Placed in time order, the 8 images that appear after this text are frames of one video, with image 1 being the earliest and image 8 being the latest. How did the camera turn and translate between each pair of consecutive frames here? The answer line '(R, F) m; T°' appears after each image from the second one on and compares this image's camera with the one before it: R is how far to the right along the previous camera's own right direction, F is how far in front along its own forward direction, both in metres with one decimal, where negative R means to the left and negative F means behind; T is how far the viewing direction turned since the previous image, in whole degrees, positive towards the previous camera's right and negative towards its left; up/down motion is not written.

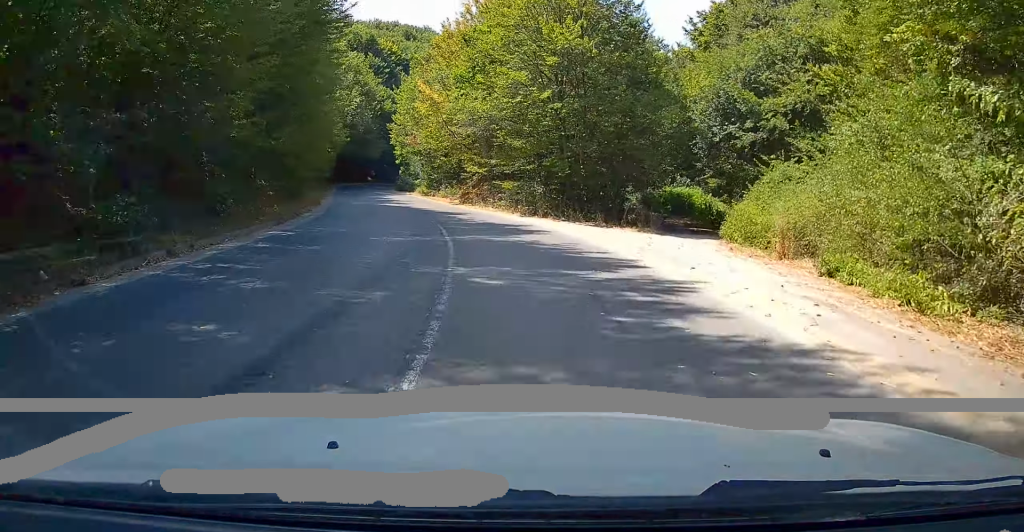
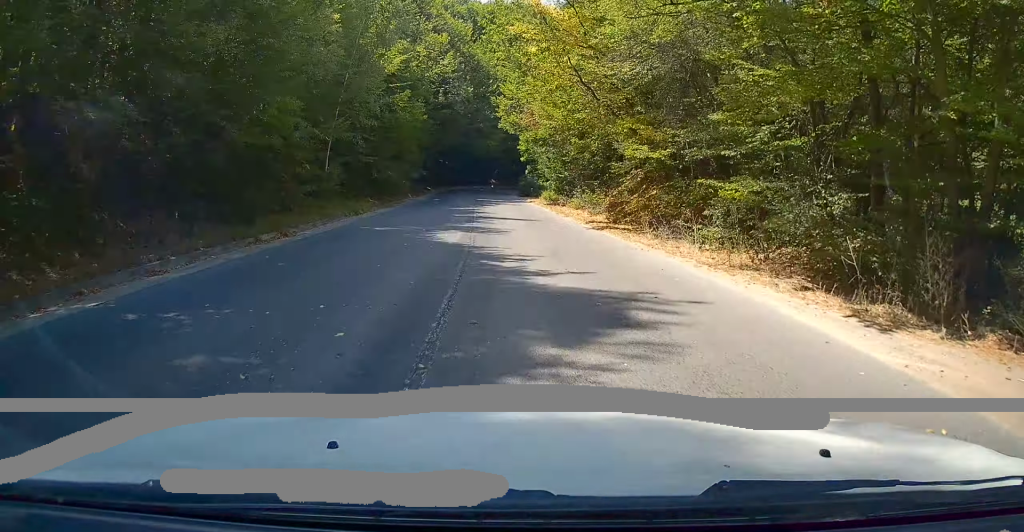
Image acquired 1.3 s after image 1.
(-2.4, +20.0) m; -10°
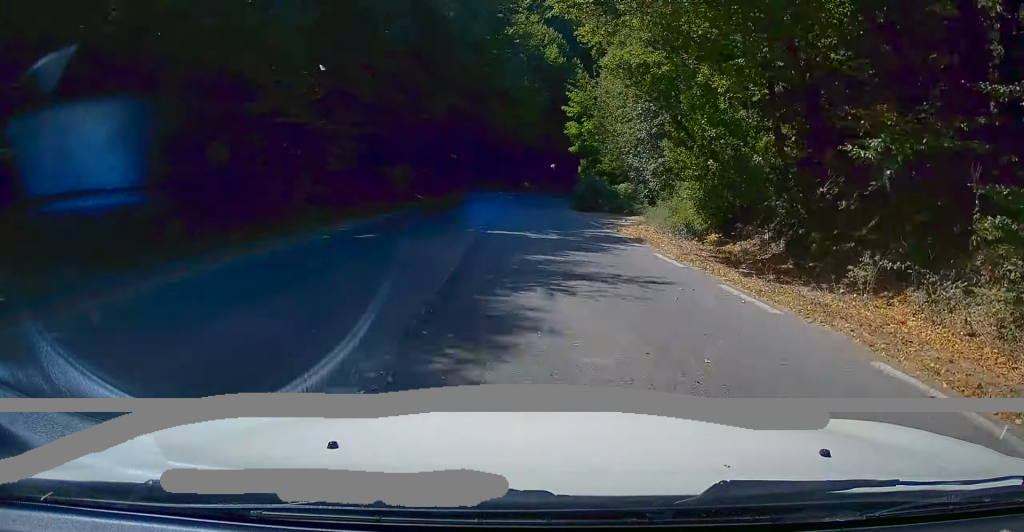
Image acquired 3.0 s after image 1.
(-2.4, +29.2) m; -6°
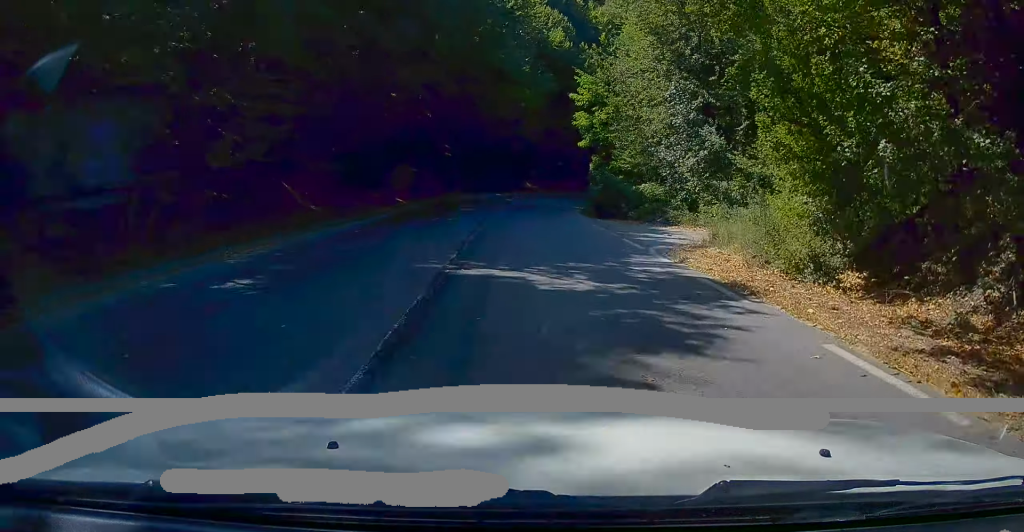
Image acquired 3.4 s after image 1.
(0.0, +7.3) m; 0°
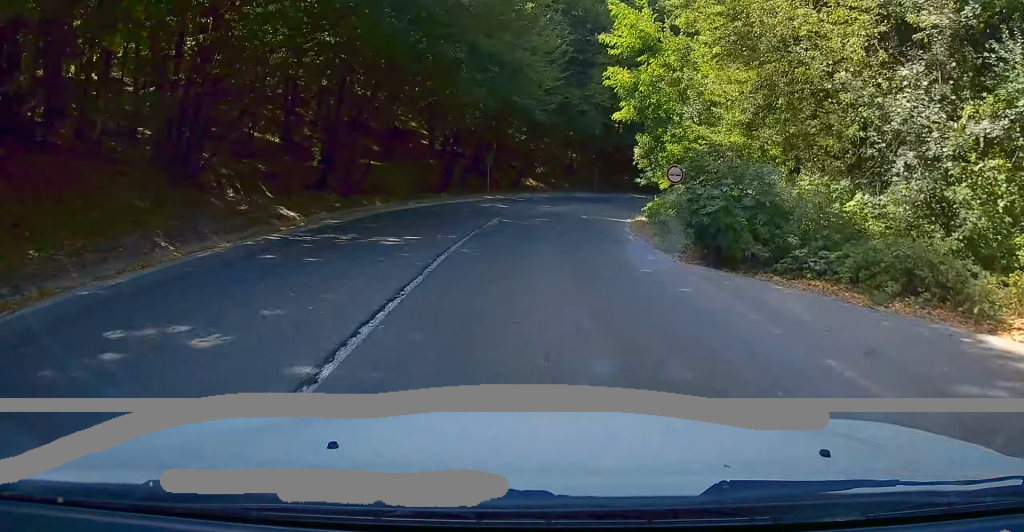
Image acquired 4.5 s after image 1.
(-0.1, +17.4) m; +1°
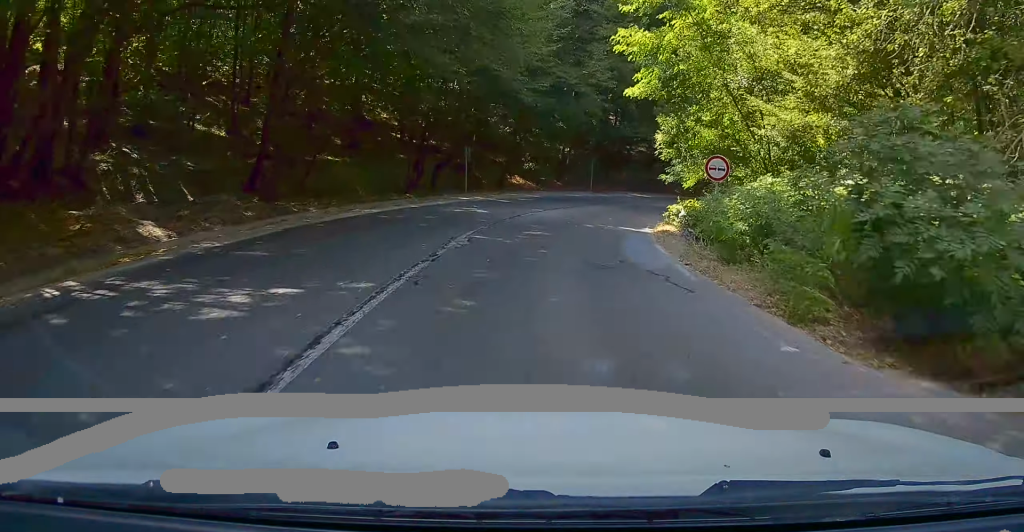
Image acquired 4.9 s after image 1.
(-0.3, +7.2) m; +1°
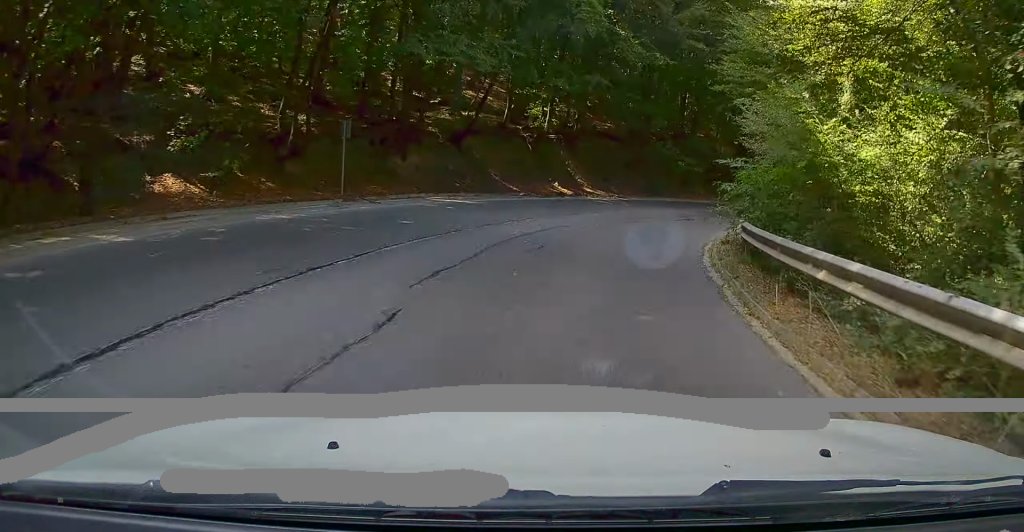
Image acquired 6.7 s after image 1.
(+3.8, +26.1) m; +18°
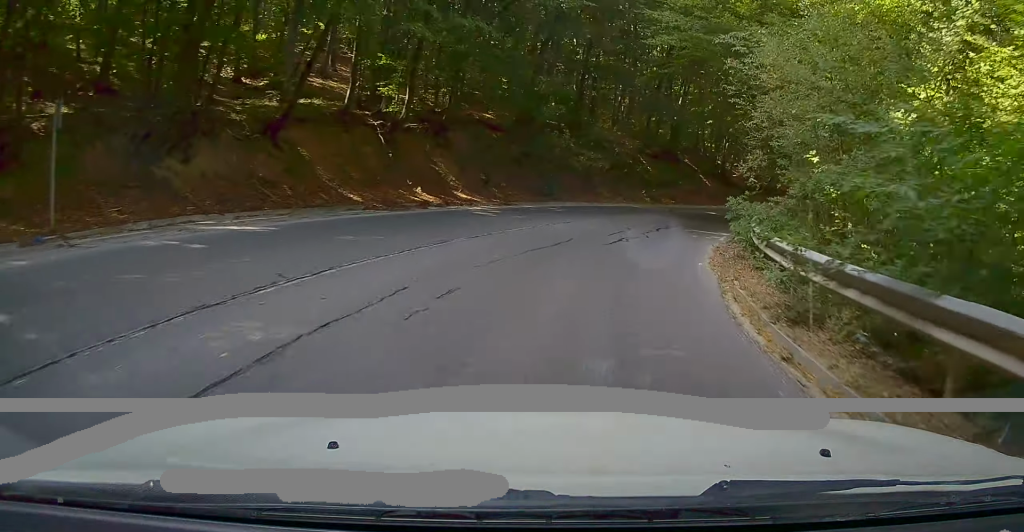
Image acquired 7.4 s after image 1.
(+0.8, +9.0) m; +7°
